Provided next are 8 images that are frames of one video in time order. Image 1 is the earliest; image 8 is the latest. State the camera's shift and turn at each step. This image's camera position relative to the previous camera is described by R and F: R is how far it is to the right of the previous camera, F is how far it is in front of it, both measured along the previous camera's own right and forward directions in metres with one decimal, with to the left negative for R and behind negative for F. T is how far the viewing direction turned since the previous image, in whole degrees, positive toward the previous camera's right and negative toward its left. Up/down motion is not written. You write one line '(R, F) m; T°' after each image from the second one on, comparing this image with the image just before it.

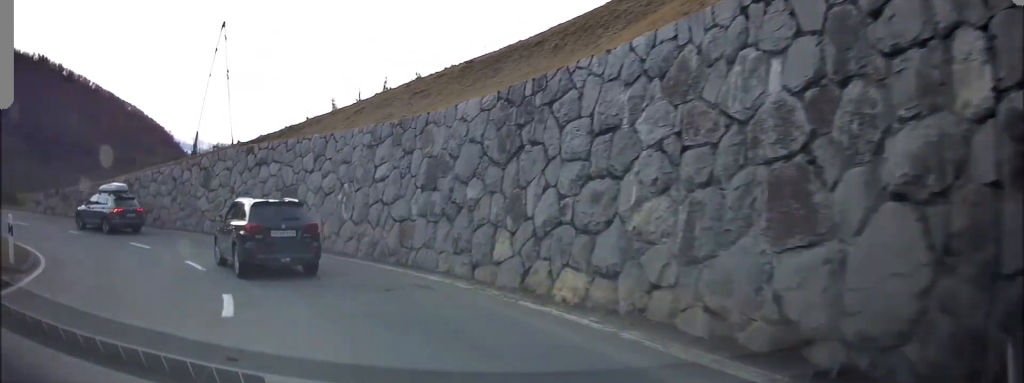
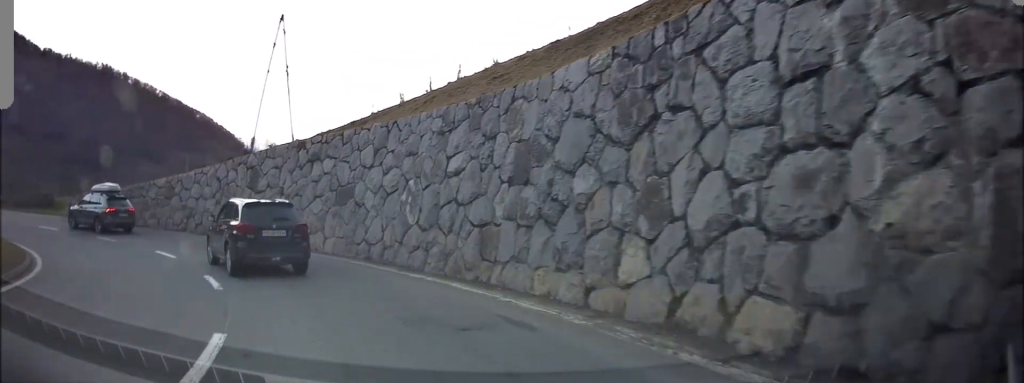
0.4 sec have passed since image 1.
(-0.4, +4.2) m; -10°
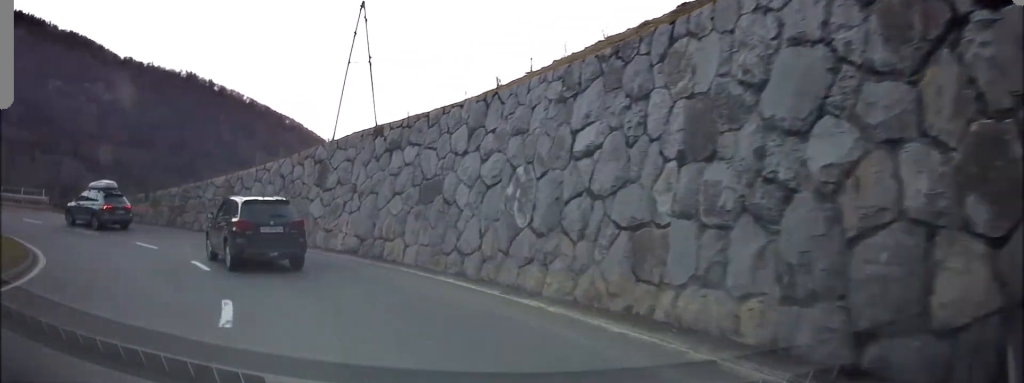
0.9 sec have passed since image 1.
(-0.5, +4.5) m; -7°
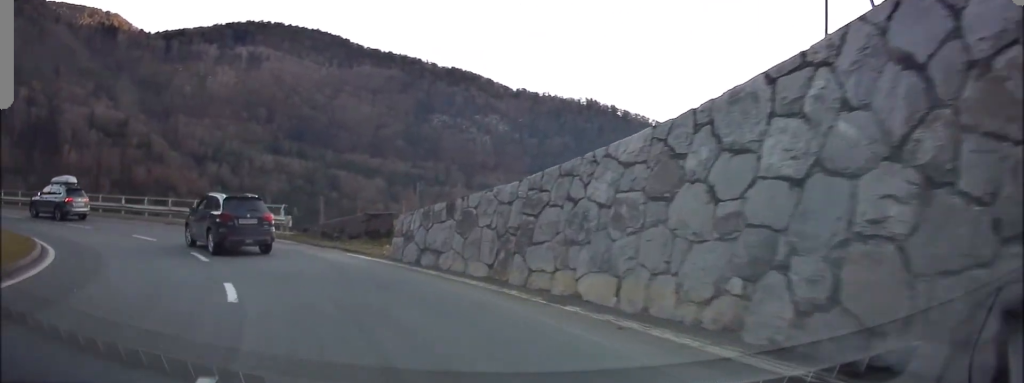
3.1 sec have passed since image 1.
(-5.7, +19.1) m; -38°
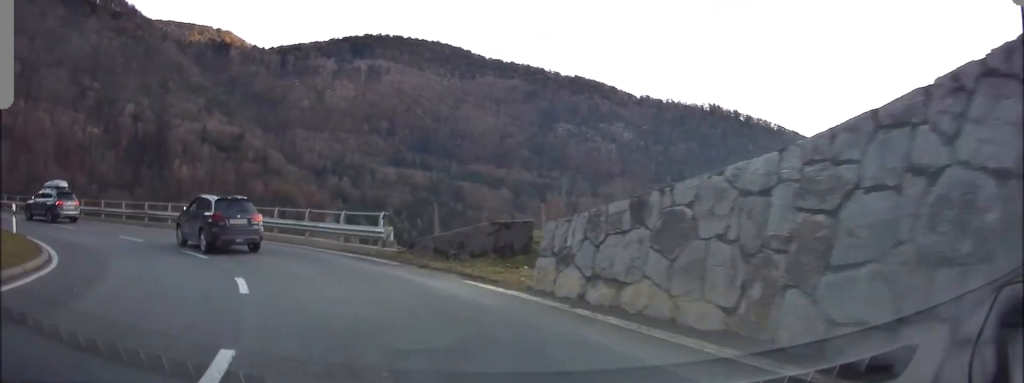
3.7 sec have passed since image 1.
(-0.7, +6.3) m; -12°
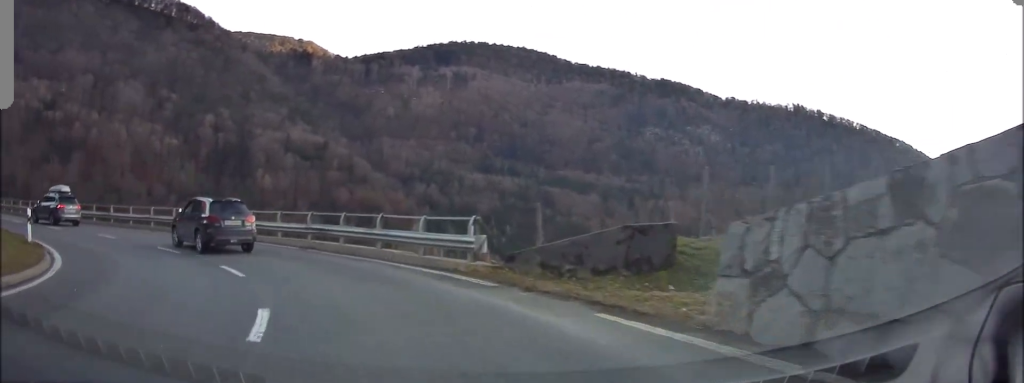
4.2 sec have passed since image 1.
(-0.2, +4.1) m; -8°
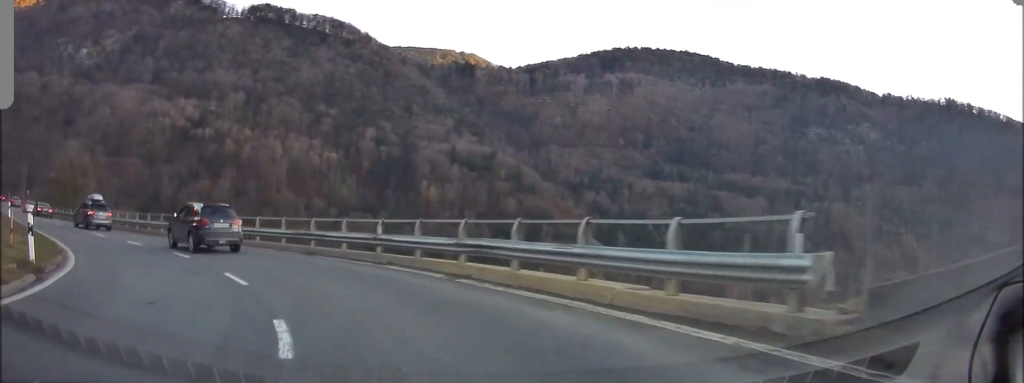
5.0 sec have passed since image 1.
(-1.0, +7.5) m; -19°
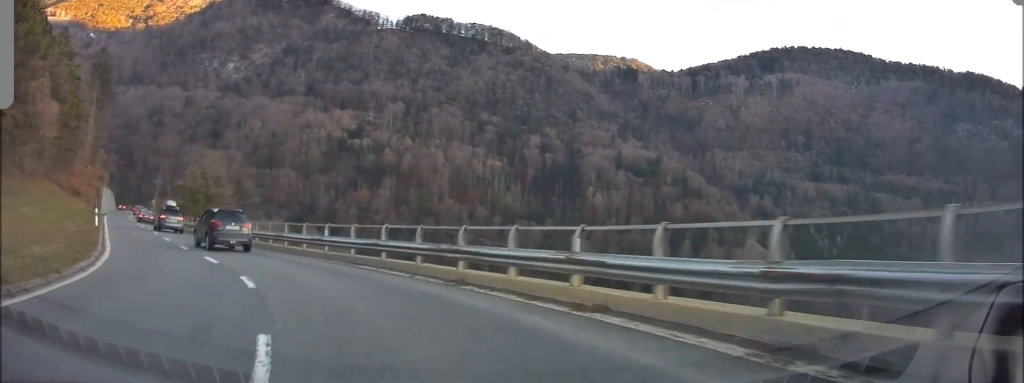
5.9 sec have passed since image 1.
(-1.4, +7.0) m; -21°
